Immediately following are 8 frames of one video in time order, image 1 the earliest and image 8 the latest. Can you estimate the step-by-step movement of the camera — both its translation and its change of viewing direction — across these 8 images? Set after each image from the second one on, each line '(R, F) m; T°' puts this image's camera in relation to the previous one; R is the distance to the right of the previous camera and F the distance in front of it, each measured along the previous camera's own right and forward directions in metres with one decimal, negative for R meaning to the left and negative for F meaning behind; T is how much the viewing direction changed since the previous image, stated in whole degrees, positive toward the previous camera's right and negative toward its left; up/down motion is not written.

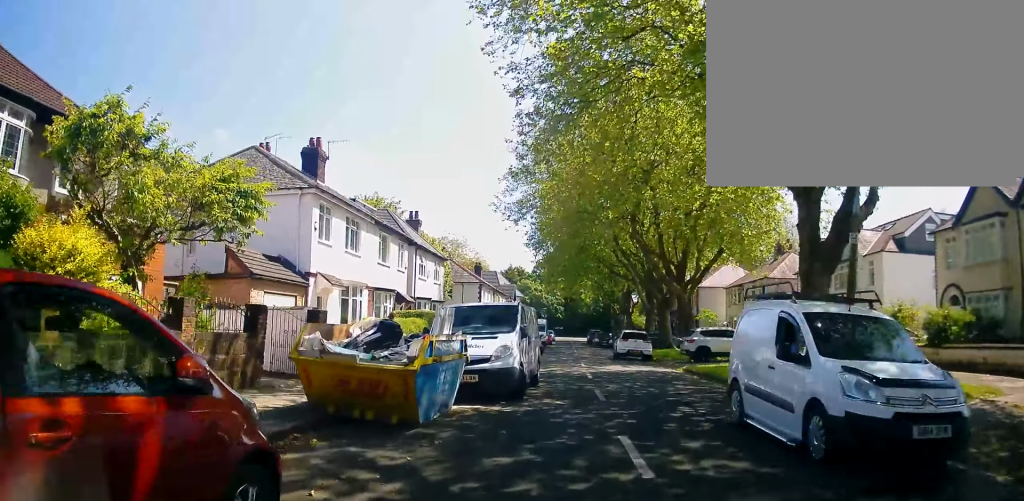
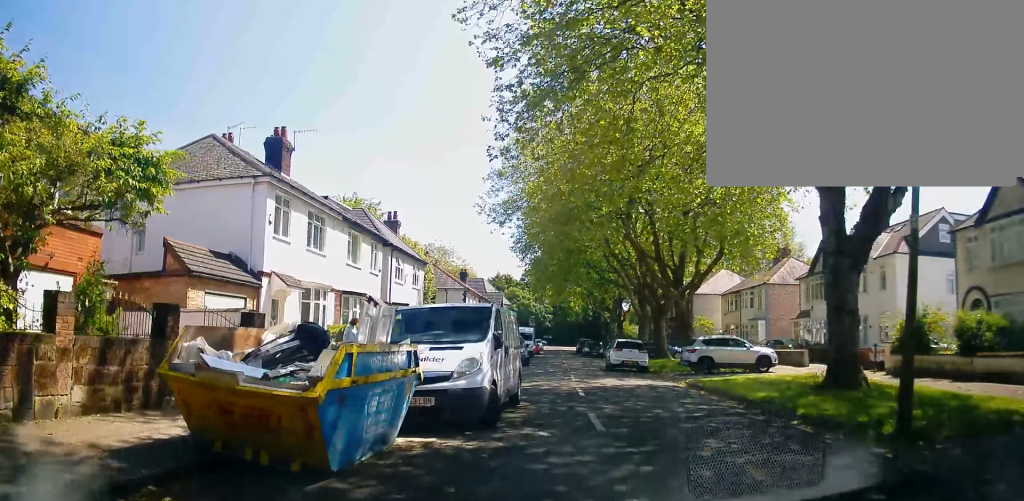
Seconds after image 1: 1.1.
(+0.1, +2.7) m; -6°
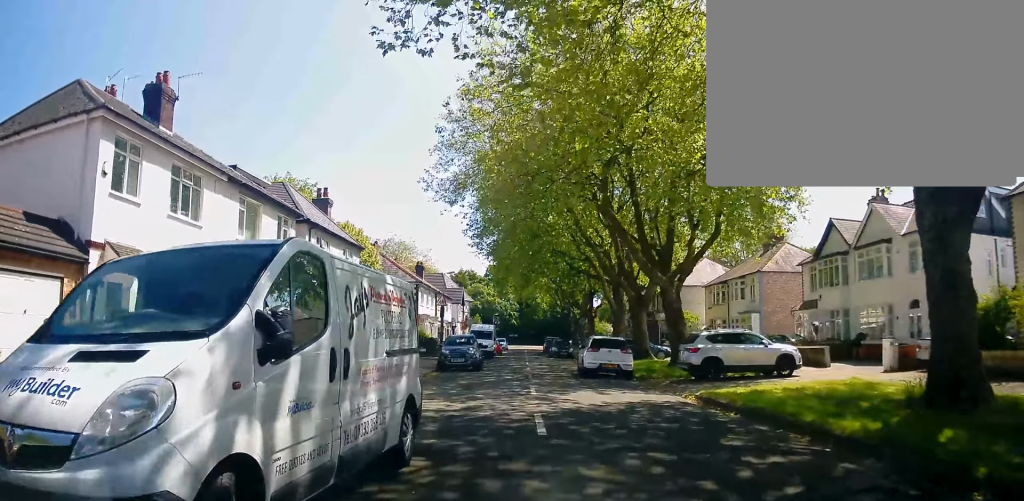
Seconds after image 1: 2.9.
(-0.1, +5.6) m; +10°
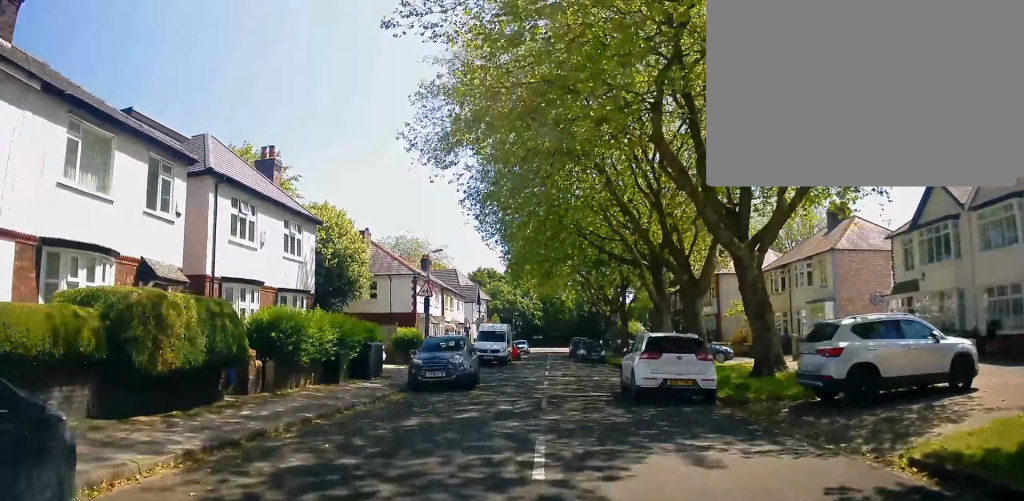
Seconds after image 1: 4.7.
(+0.5, +8.2) m; -3°
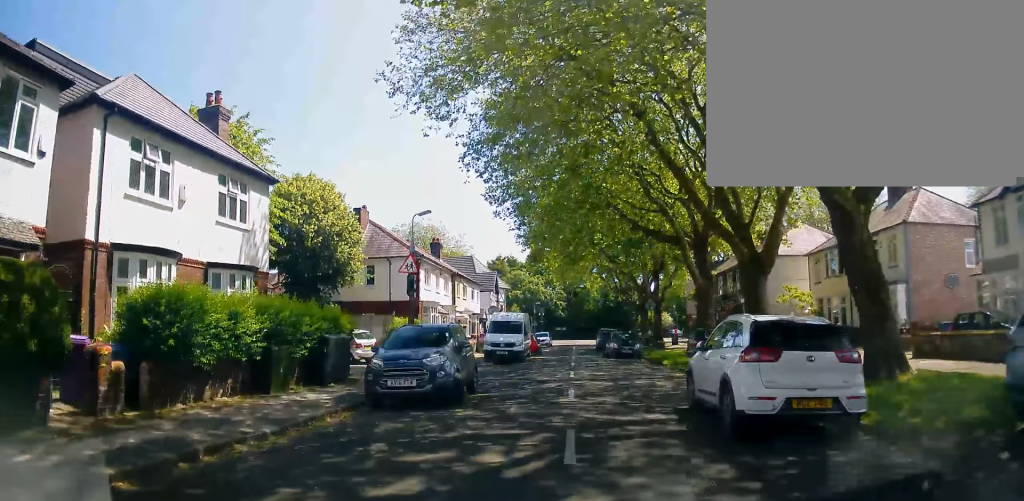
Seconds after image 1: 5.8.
(-0.5, +5.5) m; -3°
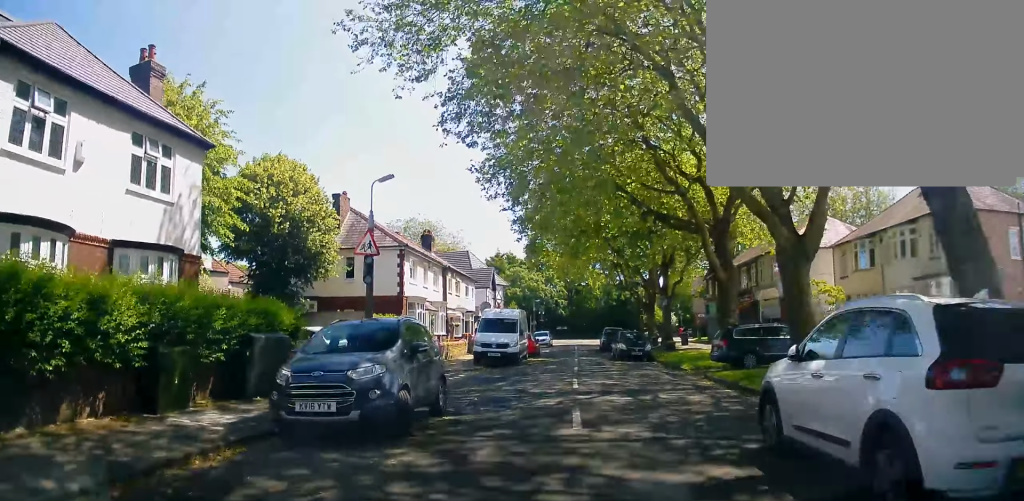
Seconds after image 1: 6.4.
(+0.1, +3.7) m; +1°
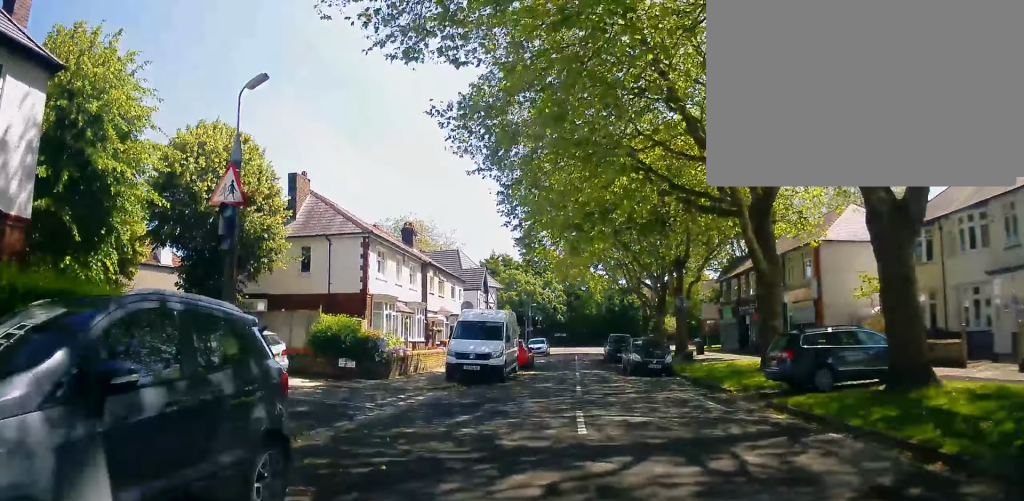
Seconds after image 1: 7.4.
(+0.3, +5.7) m; 0°
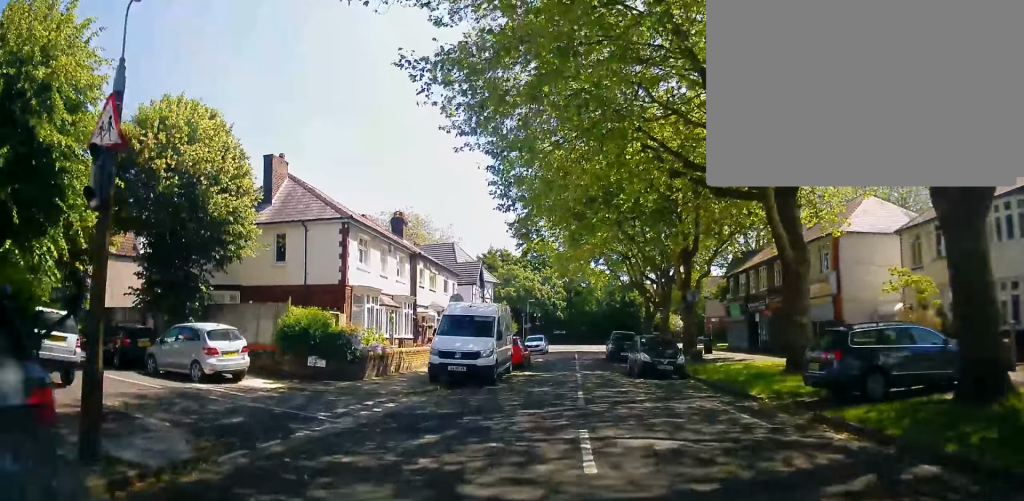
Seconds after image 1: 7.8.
(0.0, +2.5) m; -2°
